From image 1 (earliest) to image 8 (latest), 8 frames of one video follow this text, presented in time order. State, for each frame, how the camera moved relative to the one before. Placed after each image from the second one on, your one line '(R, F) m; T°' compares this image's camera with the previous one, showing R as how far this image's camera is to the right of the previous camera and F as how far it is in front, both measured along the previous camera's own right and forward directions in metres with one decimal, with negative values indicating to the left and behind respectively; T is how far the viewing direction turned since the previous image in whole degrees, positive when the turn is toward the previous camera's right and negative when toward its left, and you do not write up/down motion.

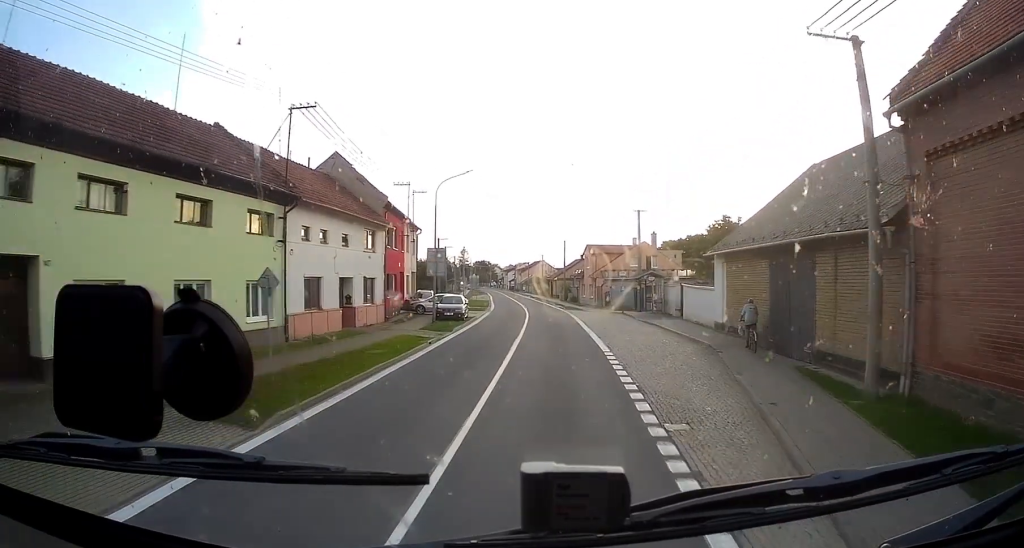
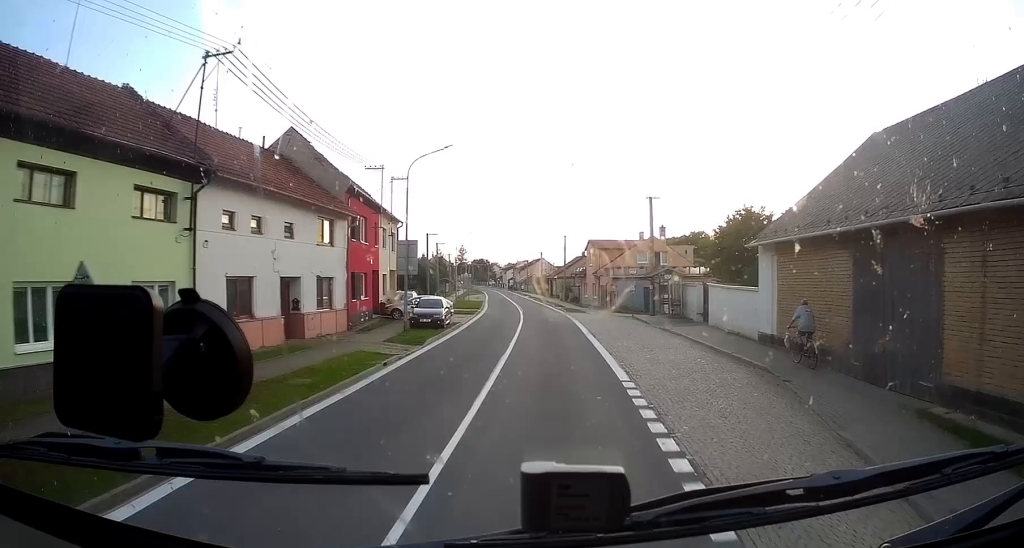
(+0.1, +6.3) m; 0°
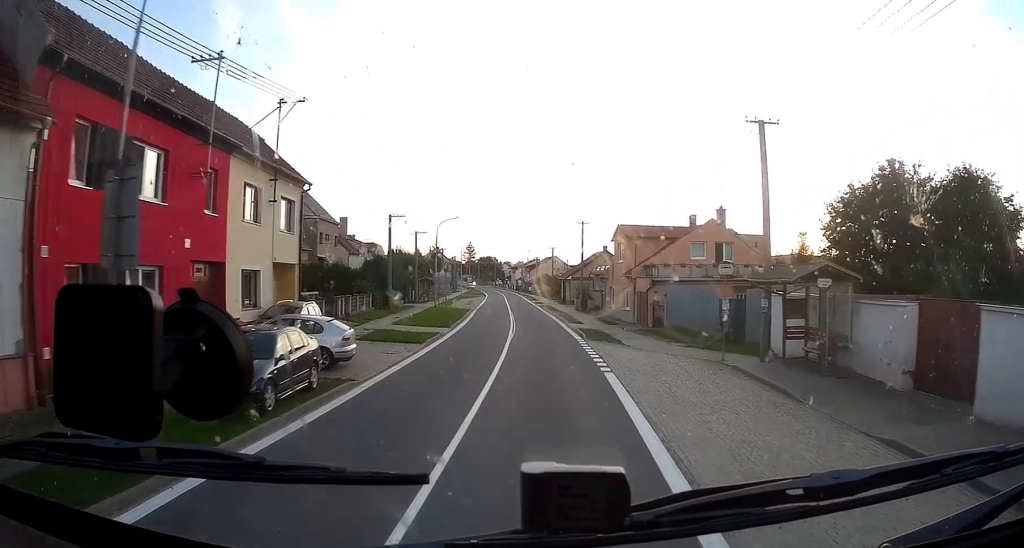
(-0.9, +19.6) m; -4°
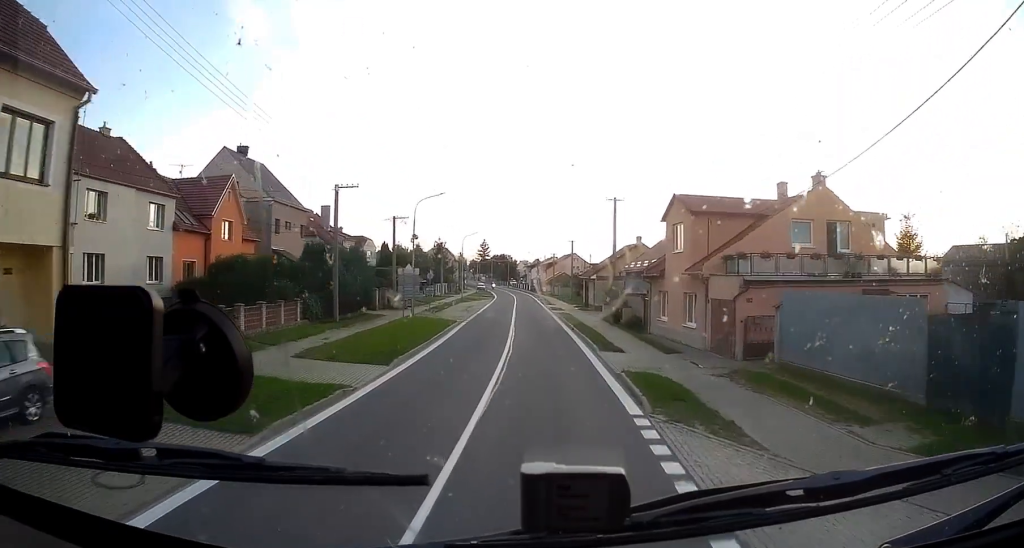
(+0.5, +15.5) m; +2°
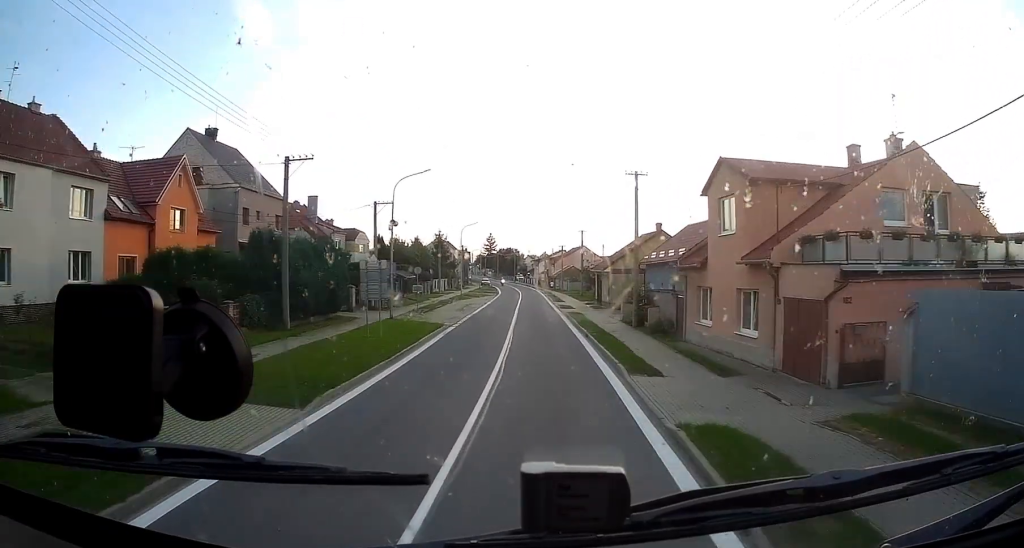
(0.0, +7.3) m; -1°
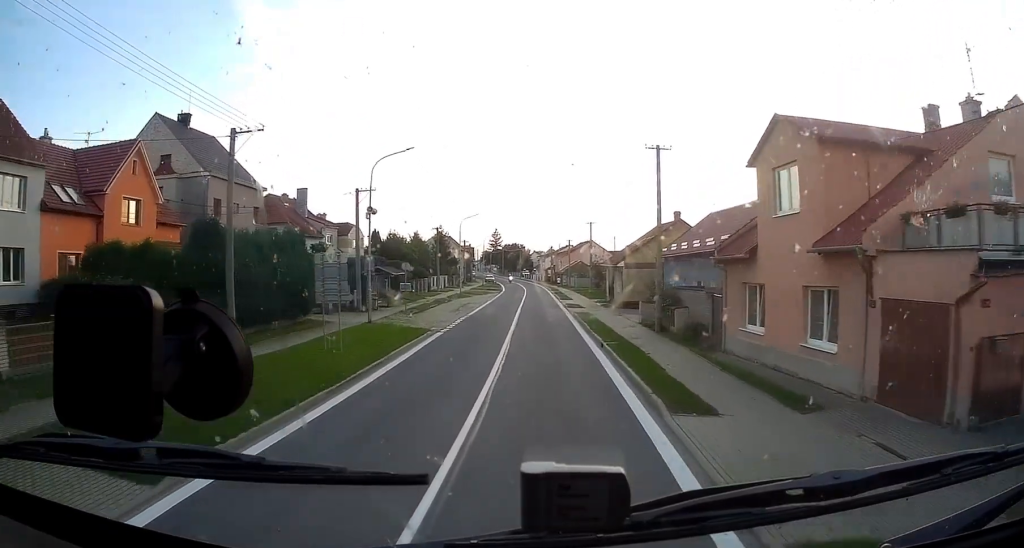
(0.0, +5.4) m; -1°
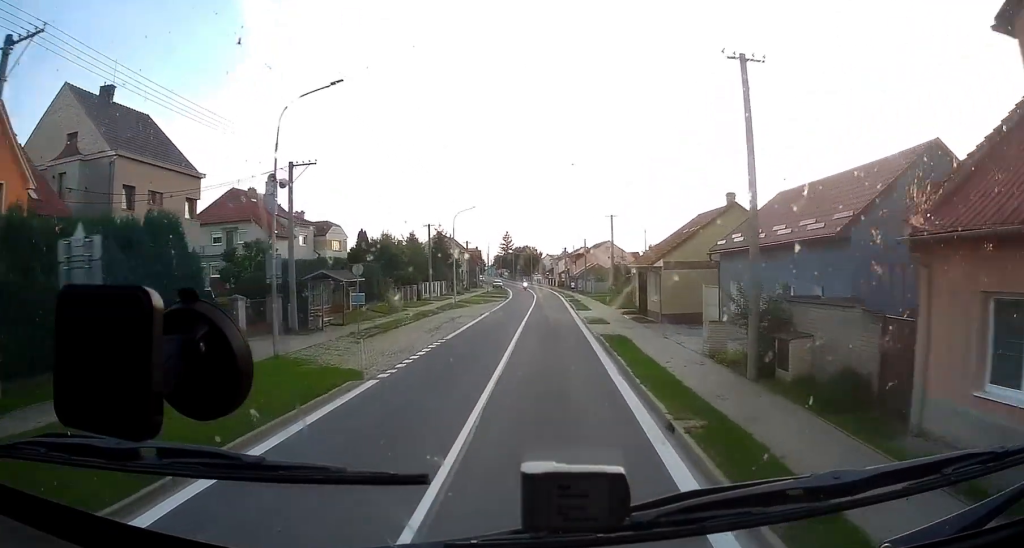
(-0.3, +11.4) m; -2°
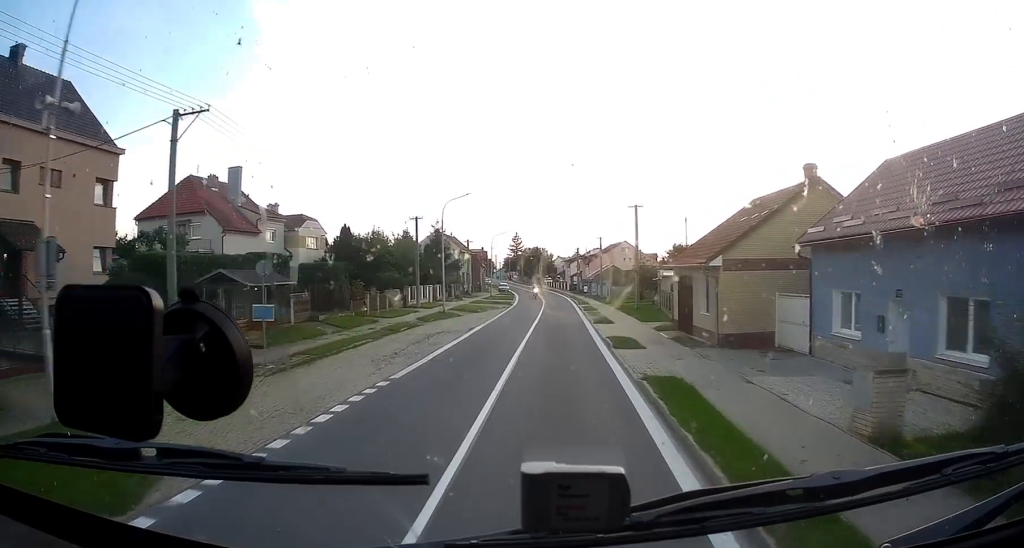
(-0.1, +9.8) m; 0°
